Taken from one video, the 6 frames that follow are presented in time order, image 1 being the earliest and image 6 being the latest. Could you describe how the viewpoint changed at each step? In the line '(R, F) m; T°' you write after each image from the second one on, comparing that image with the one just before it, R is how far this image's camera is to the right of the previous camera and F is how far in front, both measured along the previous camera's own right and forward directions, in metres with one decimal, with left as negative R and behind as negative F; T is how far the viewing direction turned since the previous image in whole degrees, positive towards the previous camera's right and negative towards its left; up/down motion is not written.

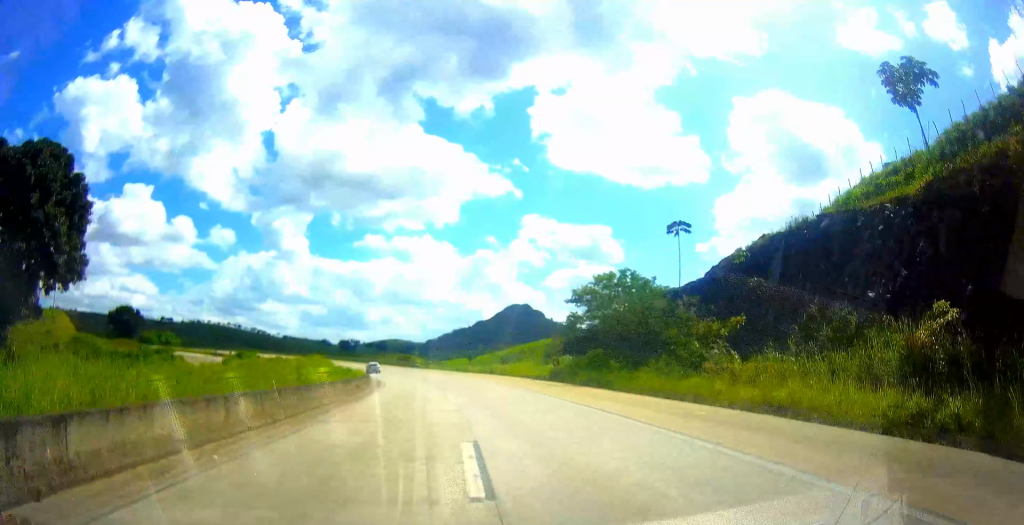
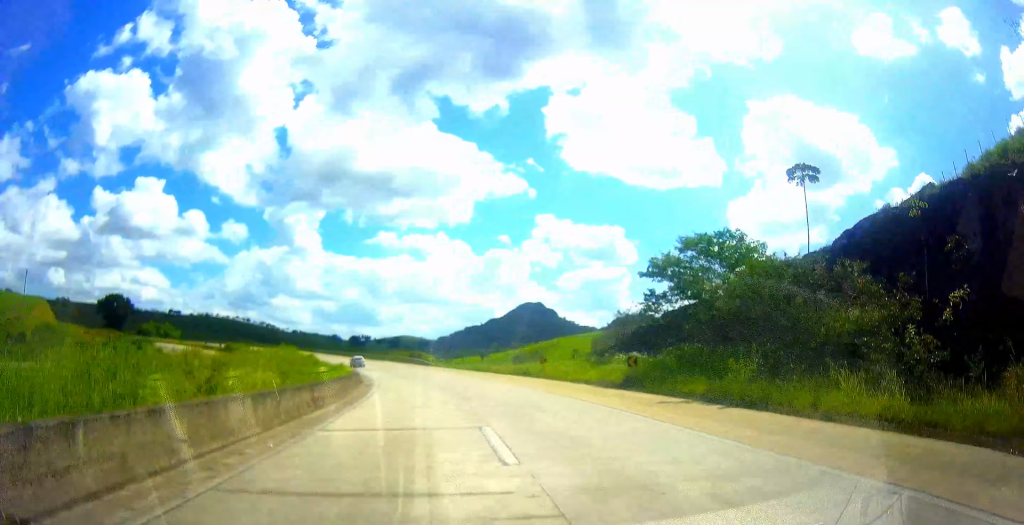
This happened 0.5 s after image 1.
(-0.1, +13.7) m; -1°
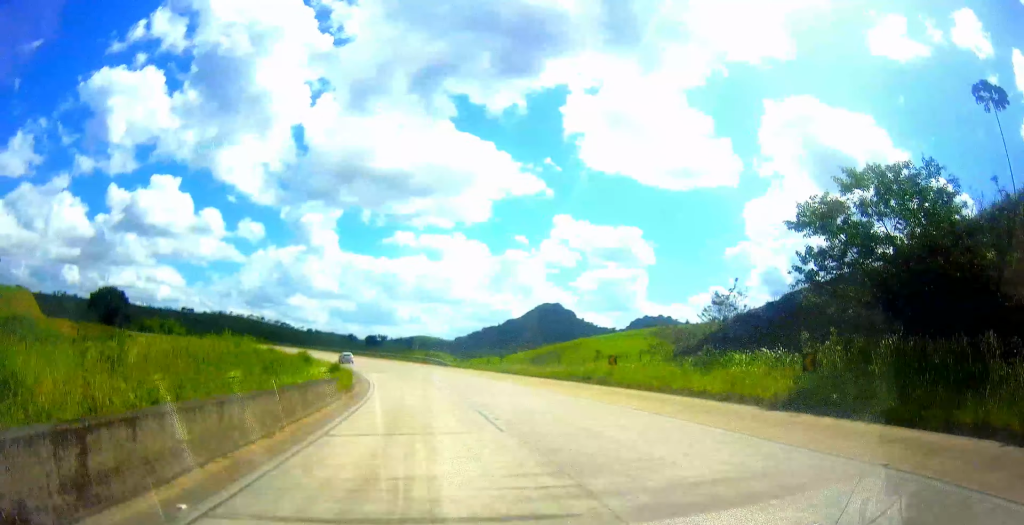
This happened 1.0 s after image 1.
(+0.1, +12.7) m; -1°
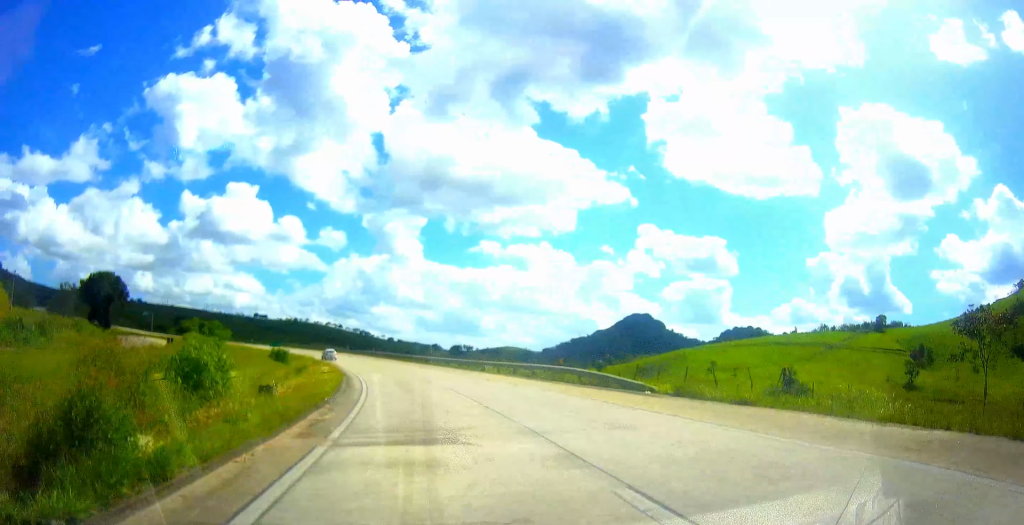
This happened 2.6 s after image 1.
(-2.2, +40.7) m; -6°
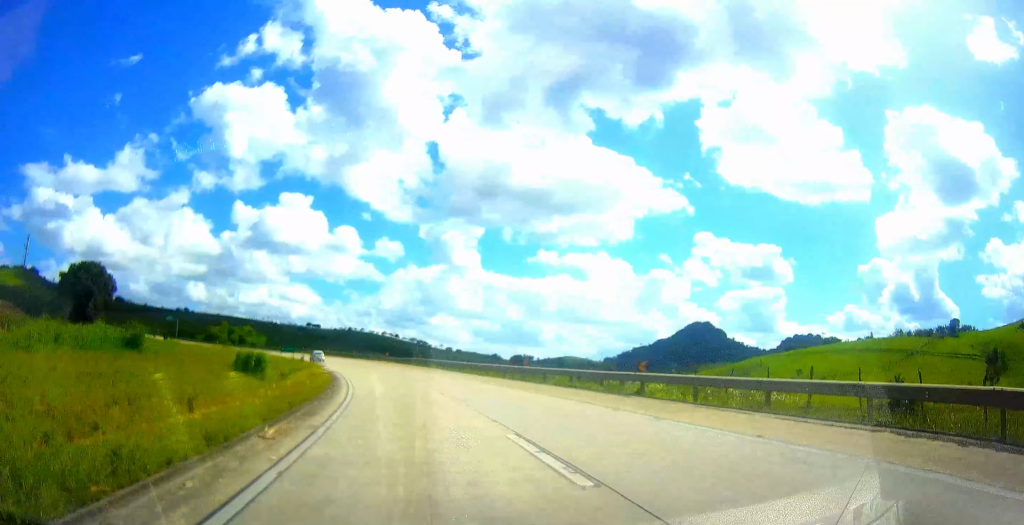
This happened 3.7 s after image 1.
(-0.7, +27.3) m; -3°
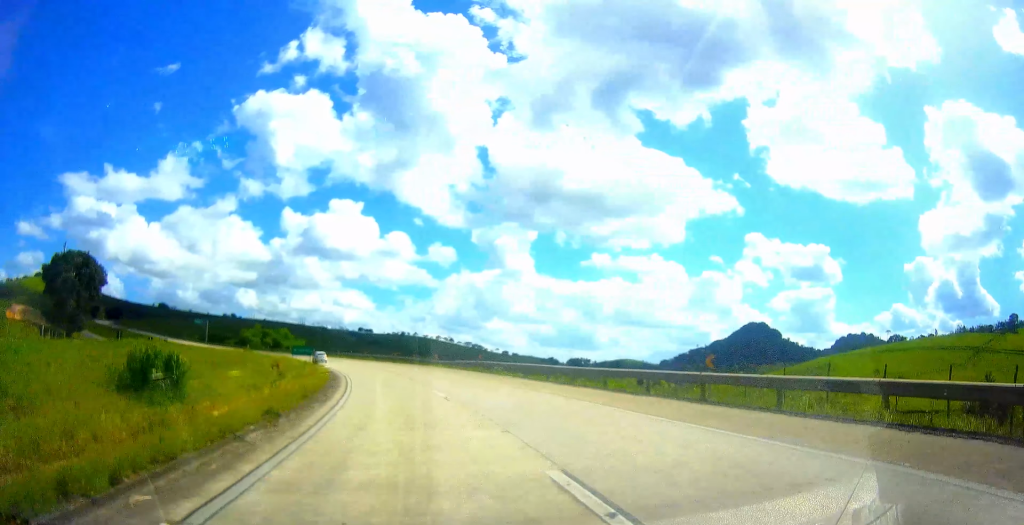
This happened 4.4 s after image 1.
(-0.3, +19.9) m; -4°
